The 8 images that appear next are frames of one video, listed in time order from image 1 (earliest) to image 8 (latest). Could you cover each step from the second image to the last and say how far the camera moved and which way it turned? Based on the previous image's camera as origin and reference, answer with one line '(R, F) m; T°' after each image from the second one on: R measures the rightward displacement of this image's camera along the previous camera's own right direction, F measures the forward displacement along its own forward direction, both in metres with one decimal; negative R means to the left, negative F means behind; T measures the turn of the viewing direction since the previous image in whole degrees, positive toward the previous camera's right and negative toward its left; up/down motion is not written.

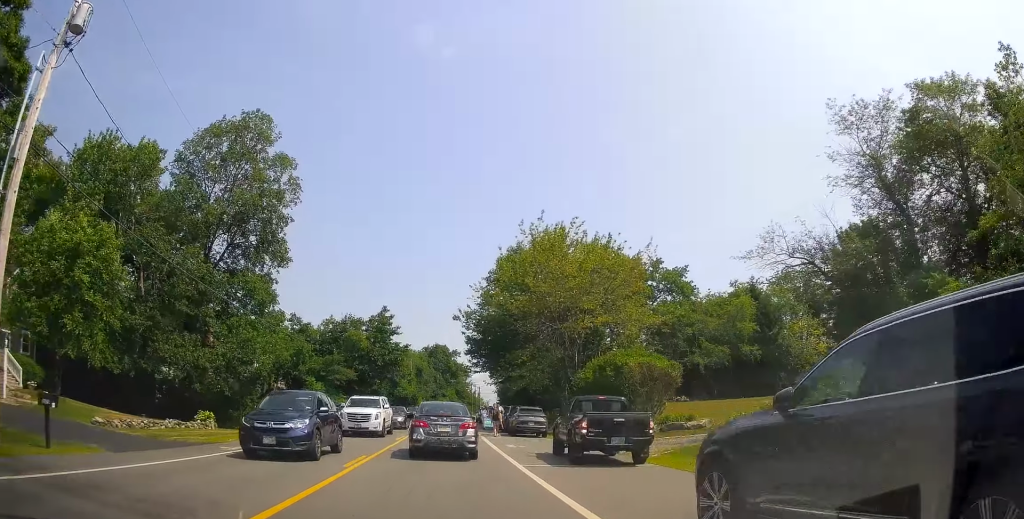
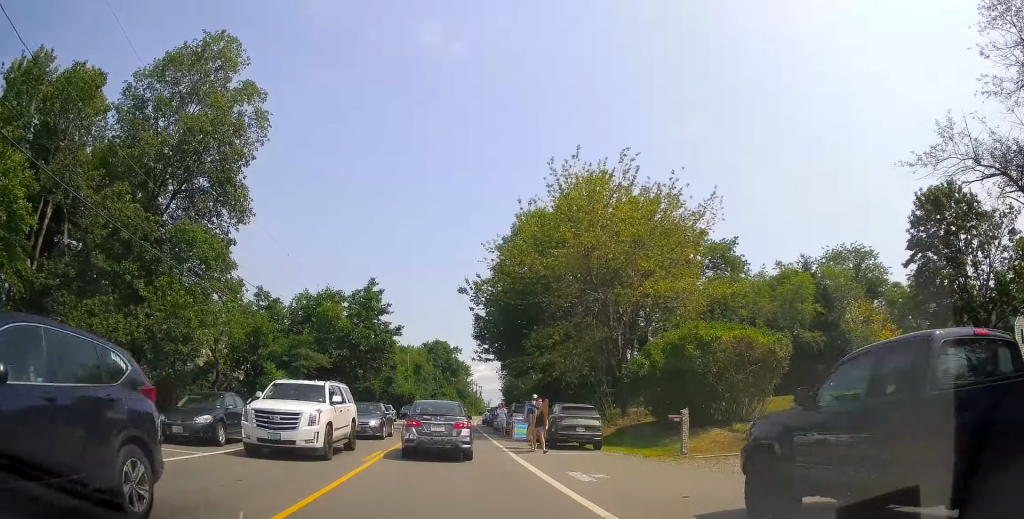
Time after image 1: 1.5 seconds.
(-0.7, +10.9) m; 0°
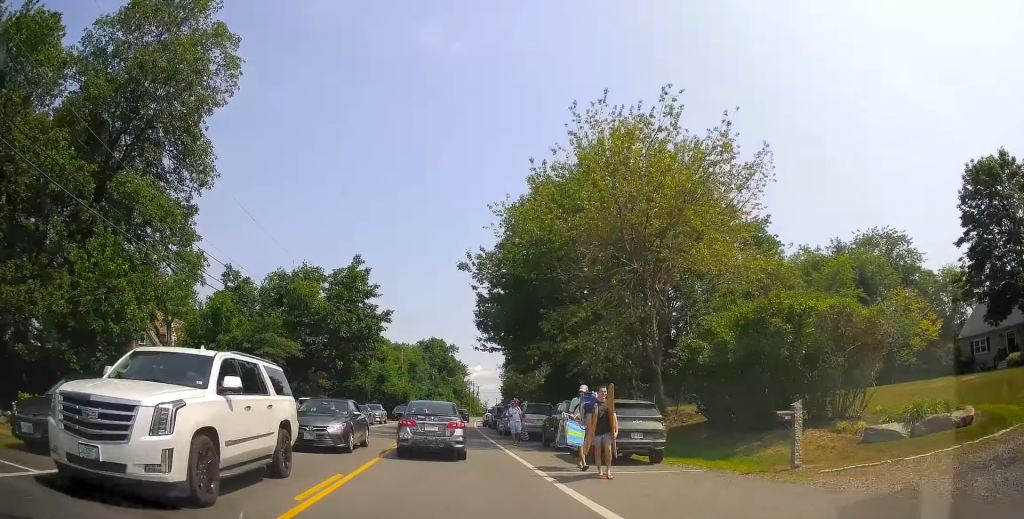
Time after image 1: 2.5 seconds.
(+0.4, +6.6) m; +2°
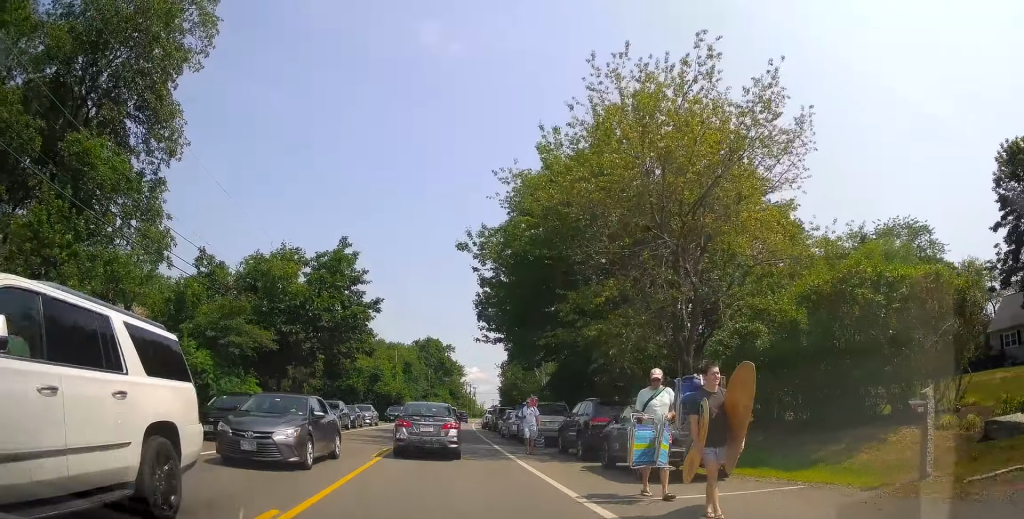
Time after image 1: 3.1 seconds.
(-0.1, +4.2) m; -2°
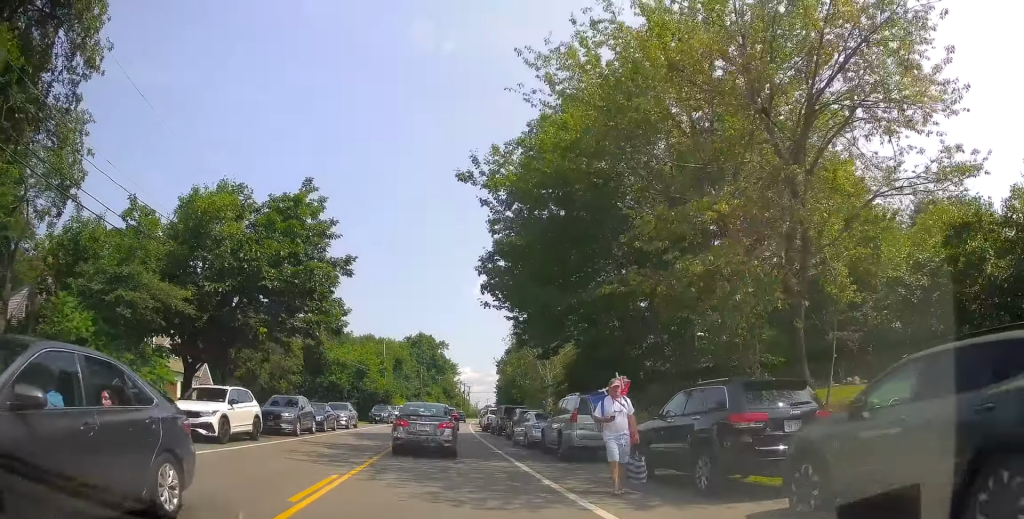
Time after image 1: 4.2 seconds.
(0.0, +8.2) m; +6°
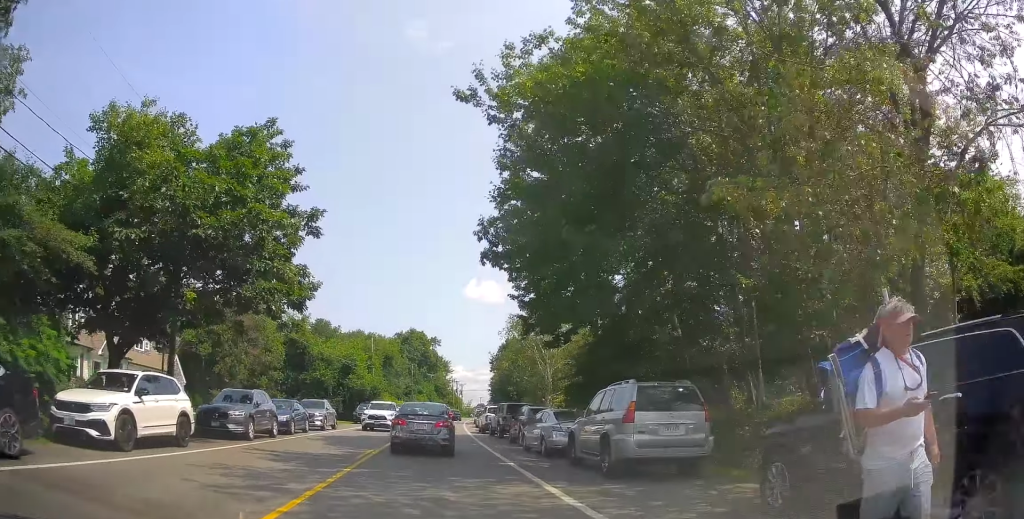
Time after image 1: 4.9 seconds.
(+0.5, +5.3) m; 0°
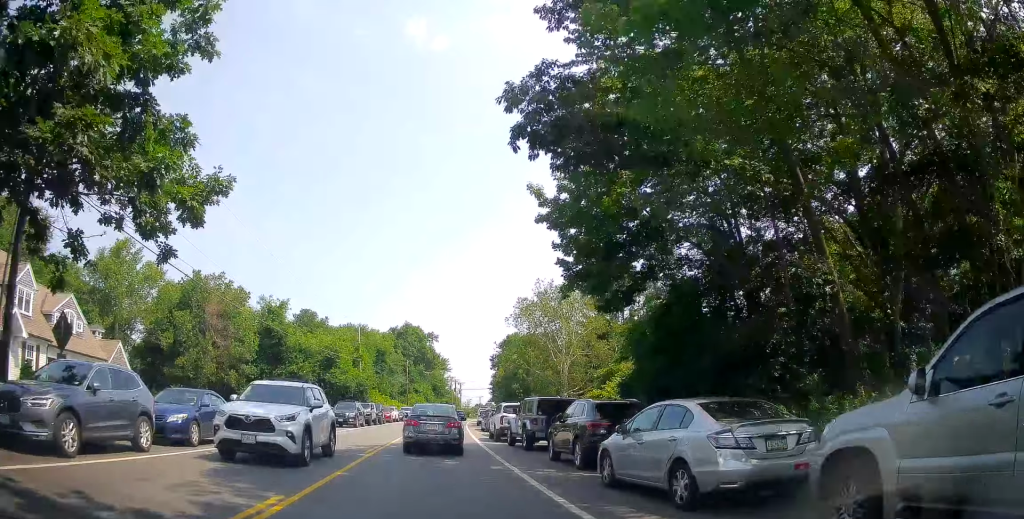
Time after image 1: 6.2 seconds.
(-0.5, +10.2) m; -3°
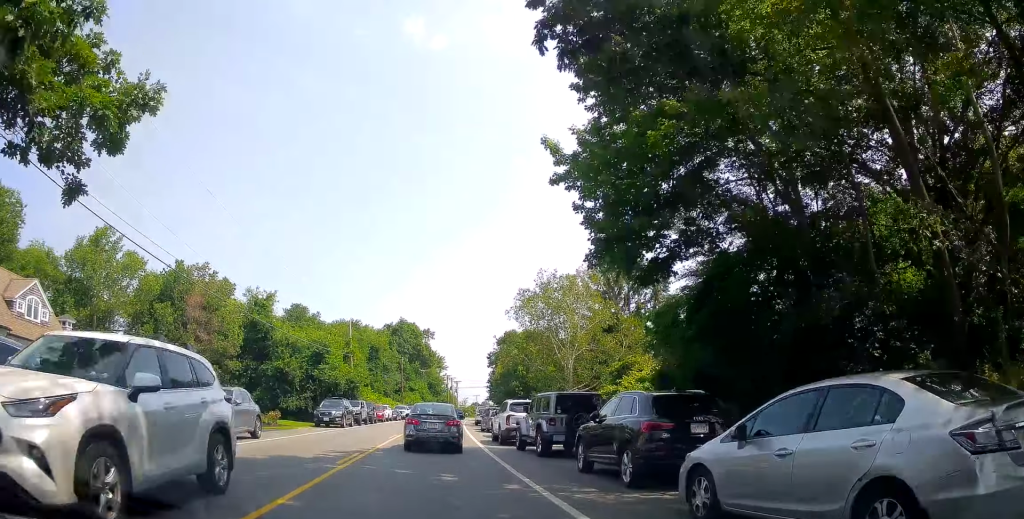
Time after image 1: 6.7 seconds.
(+0.1, +4.0) m; 0°
